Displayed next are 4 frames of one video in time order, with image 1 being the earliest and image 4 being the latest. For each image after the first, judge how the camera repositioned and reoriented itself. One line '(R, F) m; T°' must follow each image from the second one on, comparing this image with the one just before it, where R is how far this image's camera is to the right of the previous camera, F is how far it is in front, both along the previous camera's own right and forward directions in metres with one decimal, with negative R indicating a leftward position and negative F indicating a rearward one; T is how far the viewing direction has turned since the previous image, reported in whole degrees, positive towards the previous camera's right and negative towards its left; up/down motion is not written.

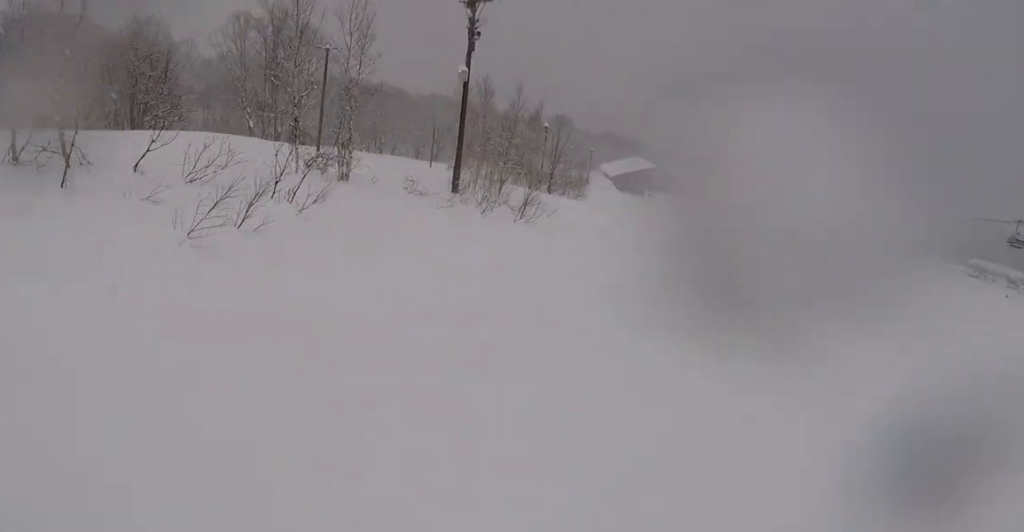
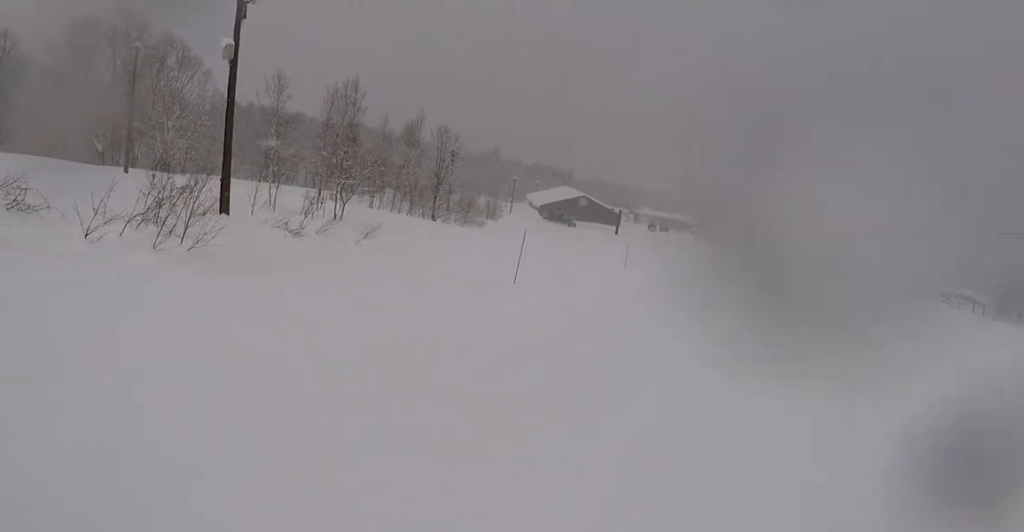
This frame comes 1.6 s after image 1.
(+2.1, +11.3) m; +14°
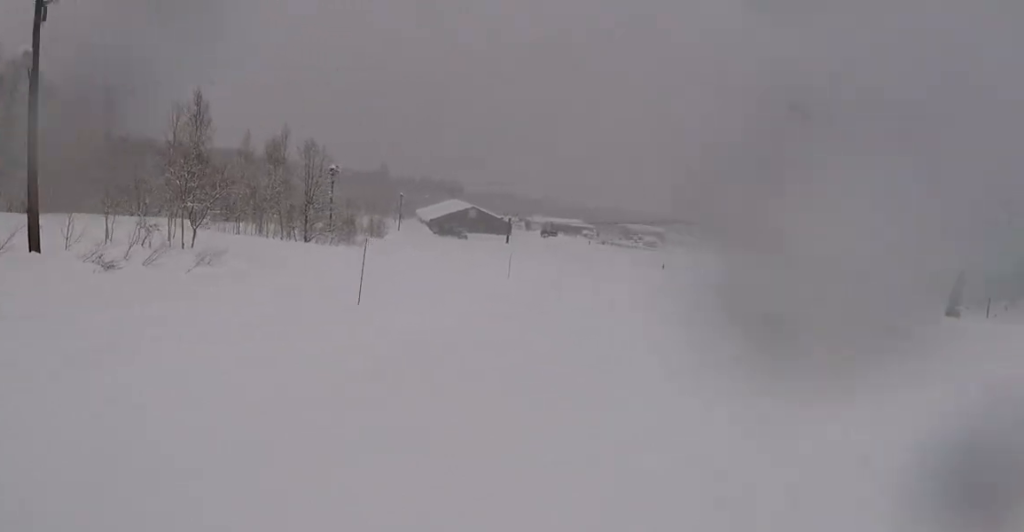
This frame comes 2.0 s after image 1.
(+0.7, +3.3) m; 0°
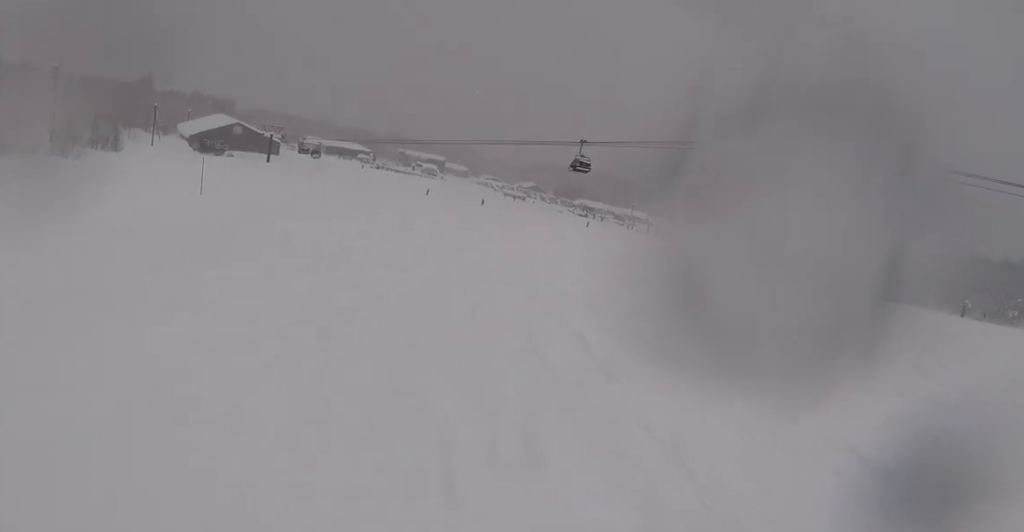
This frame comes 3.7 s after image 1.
(-2.0, +12.6) m; -8°
